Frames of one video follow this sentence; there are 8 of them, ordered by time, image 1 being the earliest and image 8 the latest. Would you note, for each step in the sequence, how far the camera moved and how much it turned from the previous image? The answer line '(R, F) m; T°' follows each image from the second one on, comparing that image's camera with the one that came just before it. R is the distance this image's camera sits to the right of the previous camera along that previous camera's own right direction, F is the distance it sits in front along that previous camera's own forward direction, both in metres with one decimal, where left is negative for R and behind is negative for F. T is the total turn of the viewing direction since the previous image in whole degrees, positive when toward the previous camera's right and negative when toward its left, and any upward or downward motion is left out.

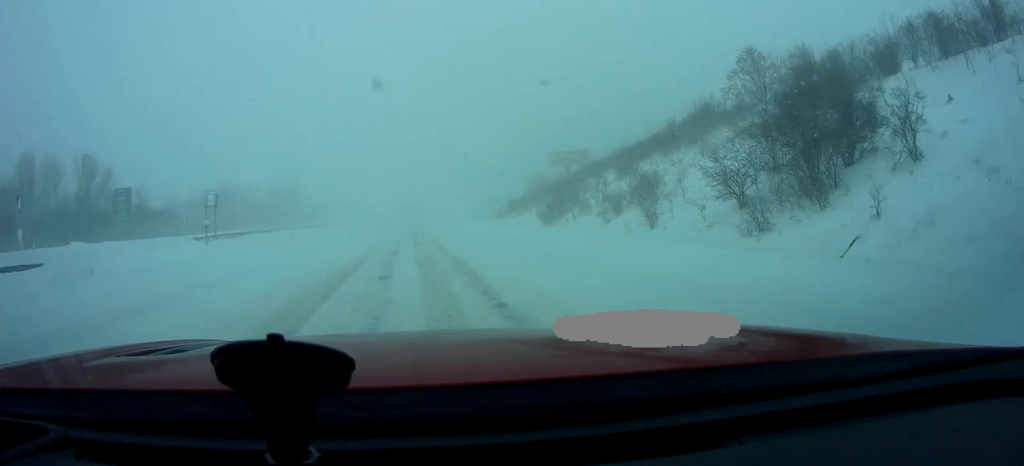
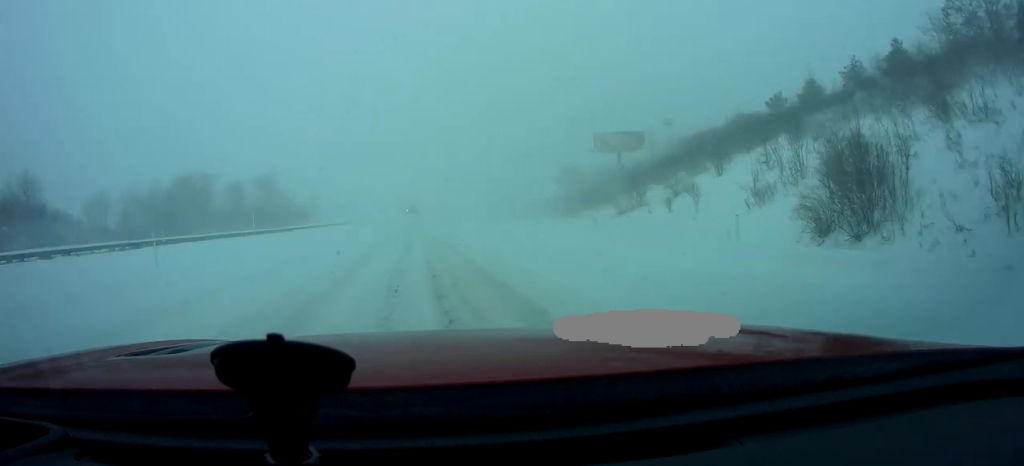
(0.0, +38.9) m; 0°
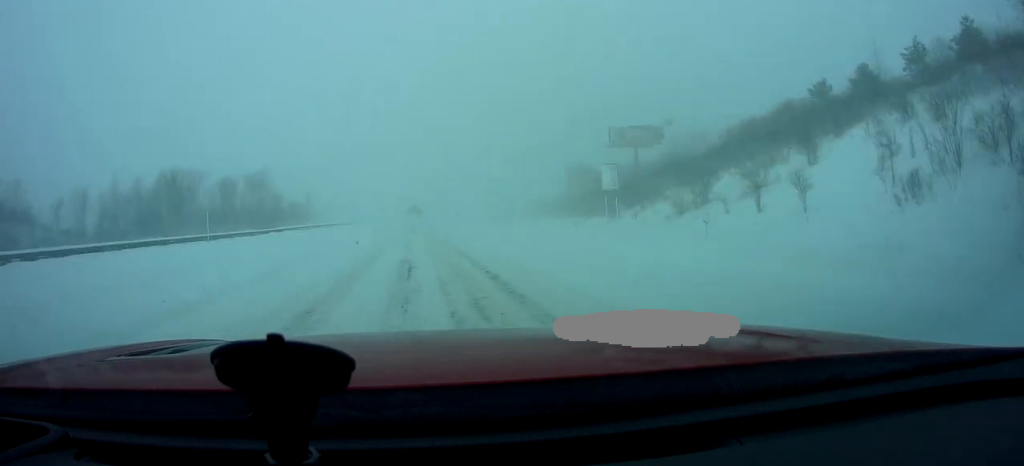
(0.0, +8.7) m; 0°
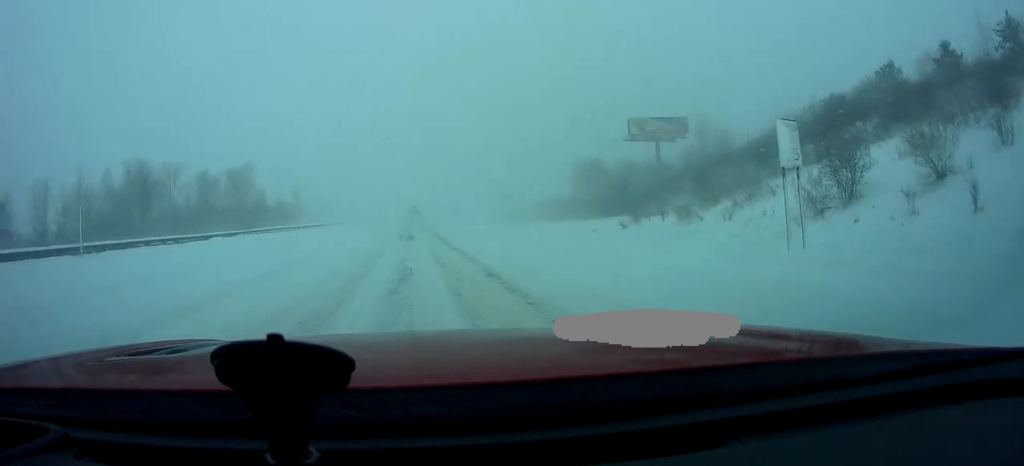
(0.0, +11.2) m; 0°
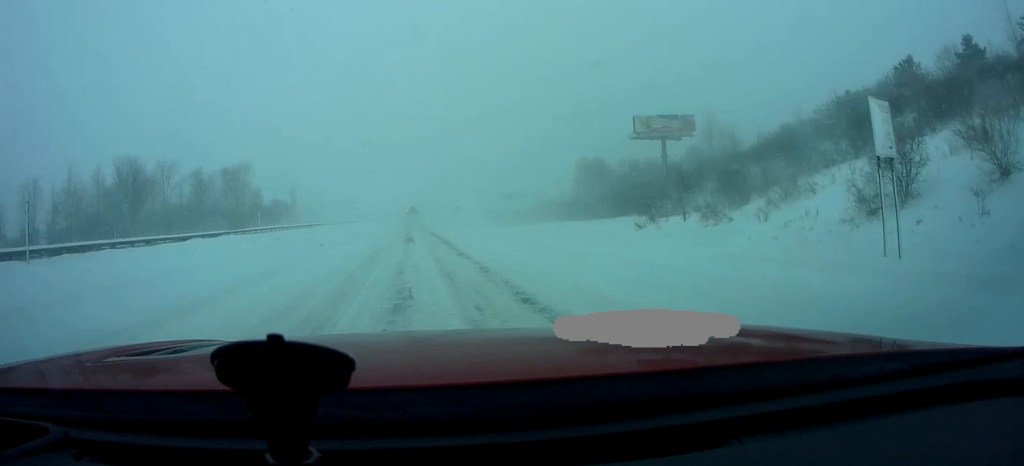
(0.0, +17.2) m; 0°
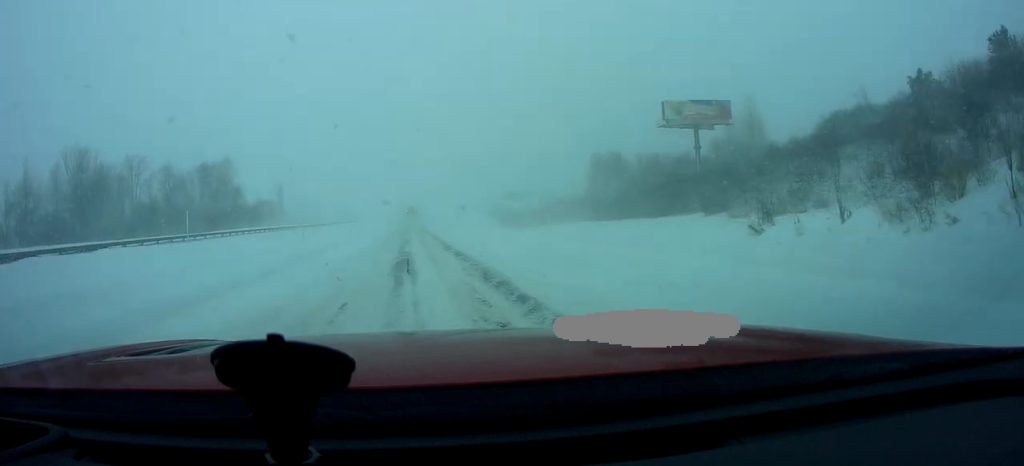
(0.0, +13.3) m; 0°
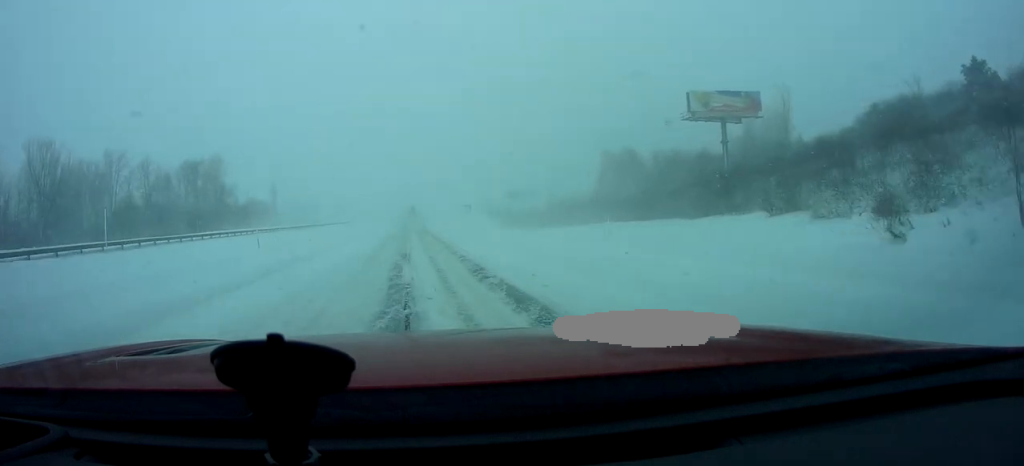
(0.0, +8.5) m; 0°
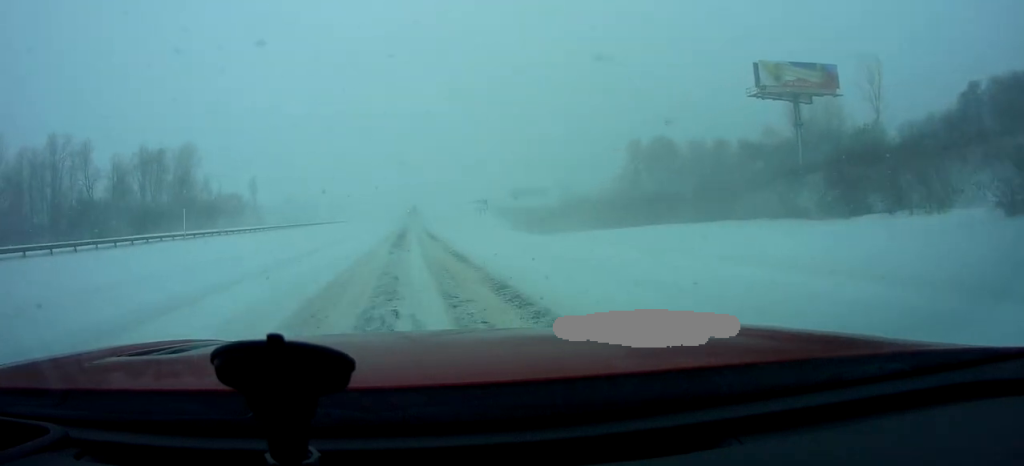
(+0.2, +18.5) m; 0°
